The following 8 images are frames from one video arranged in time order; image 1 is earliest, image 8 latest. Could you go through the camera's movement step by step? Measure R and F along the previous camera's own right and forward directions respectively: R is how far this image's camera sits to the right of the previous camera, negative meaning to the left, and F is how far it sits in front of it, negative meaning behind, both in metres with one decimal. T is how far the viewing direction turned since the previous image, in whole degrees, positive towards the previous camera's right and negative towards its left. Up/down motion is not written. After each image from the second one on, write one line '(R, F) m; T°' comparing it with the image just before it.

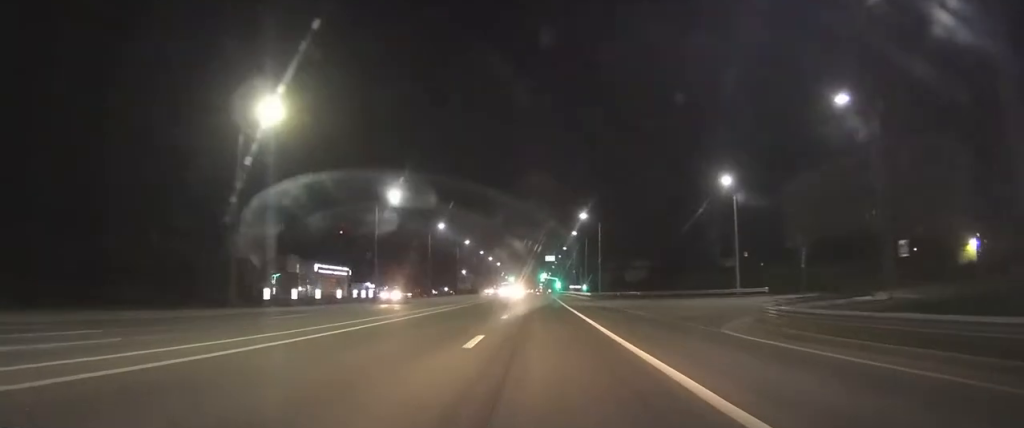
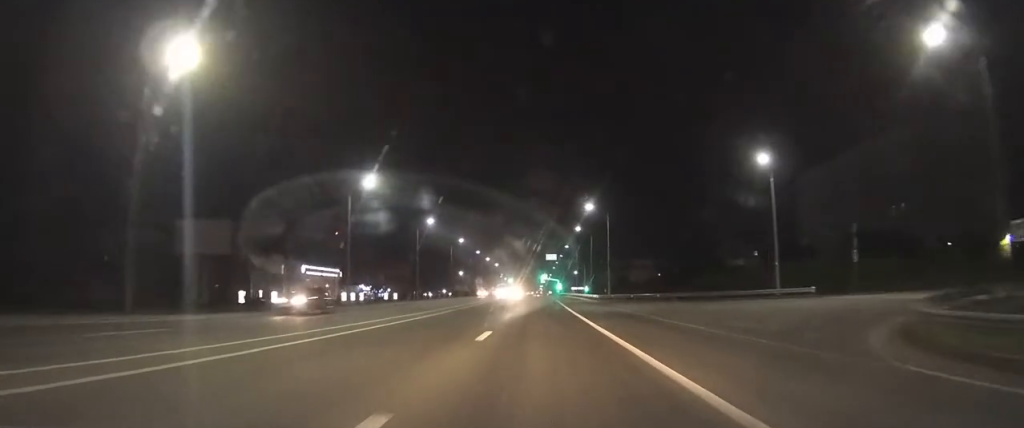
(0.0, +9.6) m; 0°
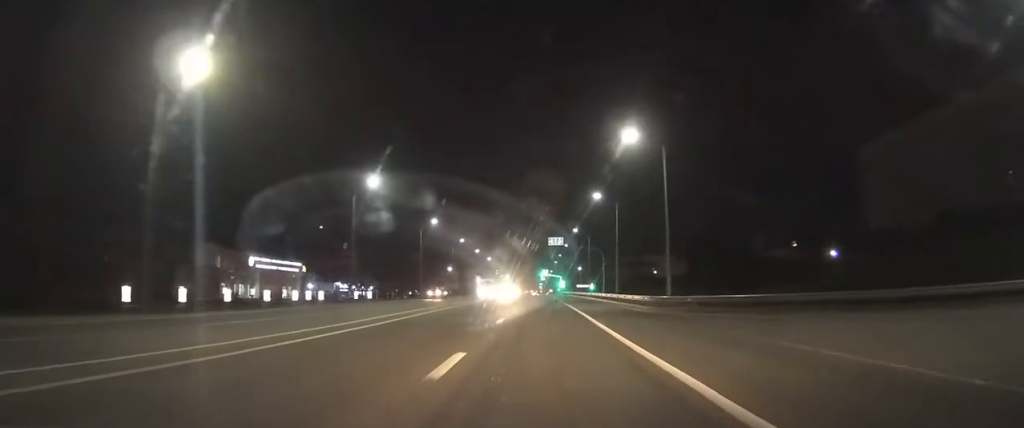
(0.0, +30.3) m; 0°
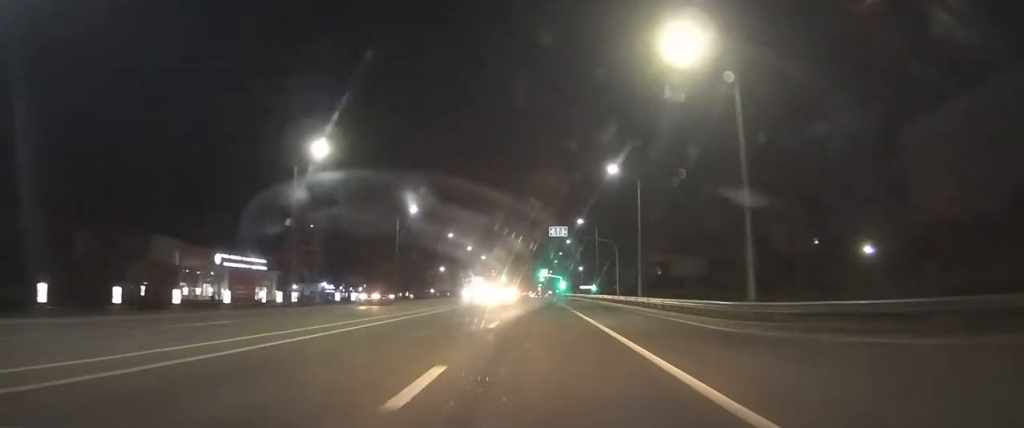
(0.0, +14.0) m; 0°
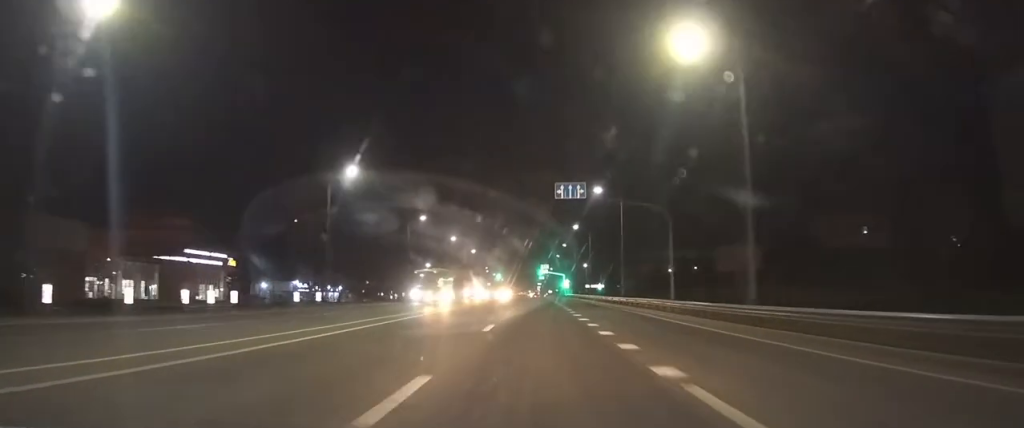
(+0.1, +24.5) m; +1°
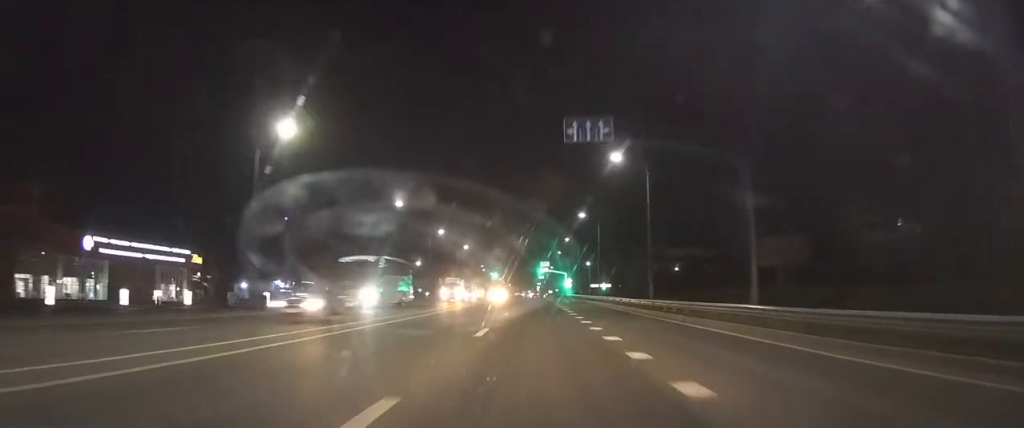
(+0.1, +13.5) m; 0°
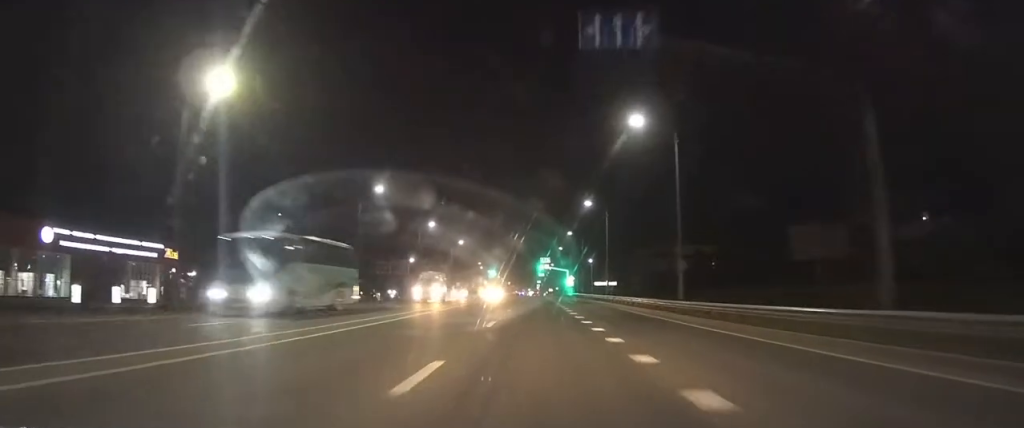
(0.0, +8.6) m; 0°
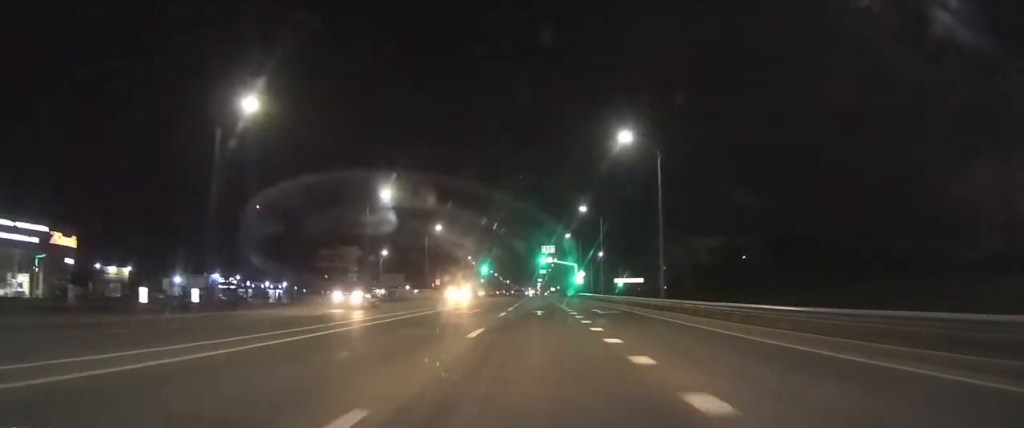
(-0.2, +27.8) m; -1°
